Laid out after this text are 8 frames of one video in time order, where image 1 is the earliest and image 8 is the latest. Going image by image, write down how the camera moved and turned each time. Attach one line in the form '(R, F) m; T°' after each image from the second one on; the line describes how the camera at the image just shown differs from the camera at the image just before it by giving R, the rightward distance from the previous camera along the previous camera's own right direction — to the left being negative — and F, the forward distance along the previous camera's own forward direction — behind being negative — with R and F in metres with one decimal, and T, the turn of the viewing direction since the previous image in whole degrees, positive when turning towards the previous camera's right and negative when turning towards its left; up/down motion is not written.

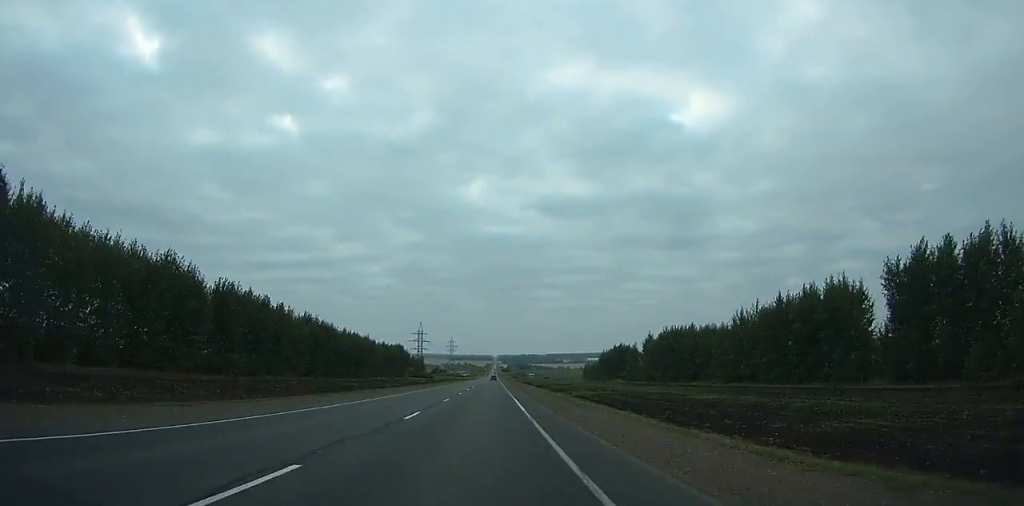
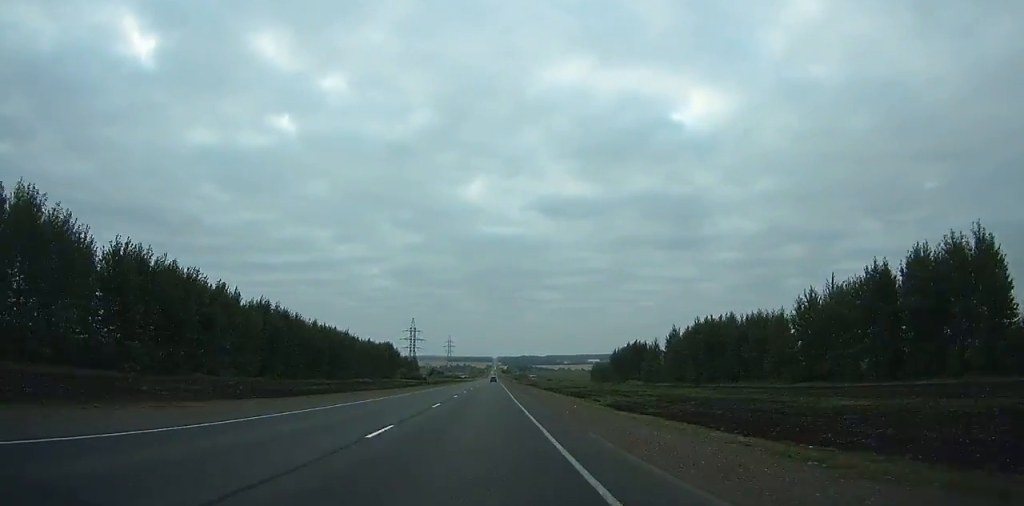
(-0.6, +30.2) m; +2°
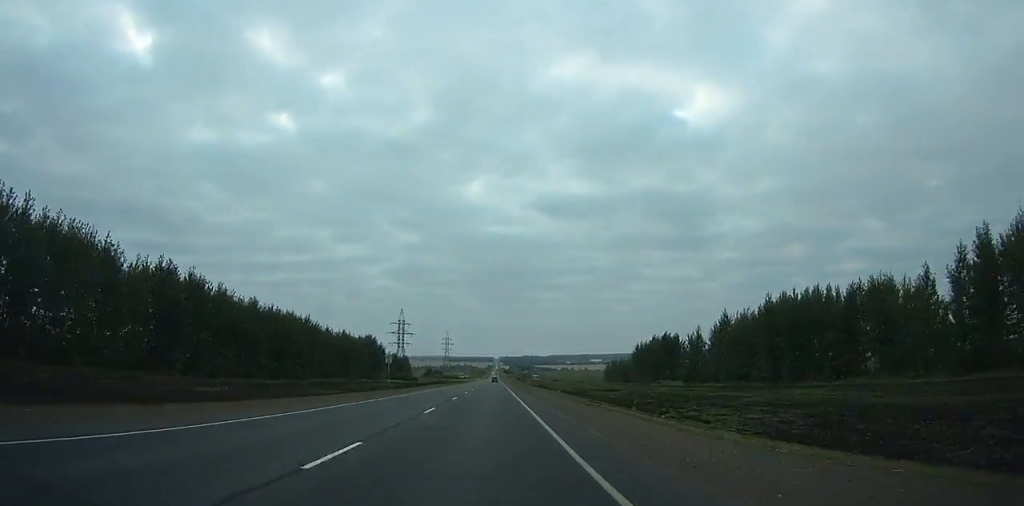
(+0.1, +40.2) m; +1°
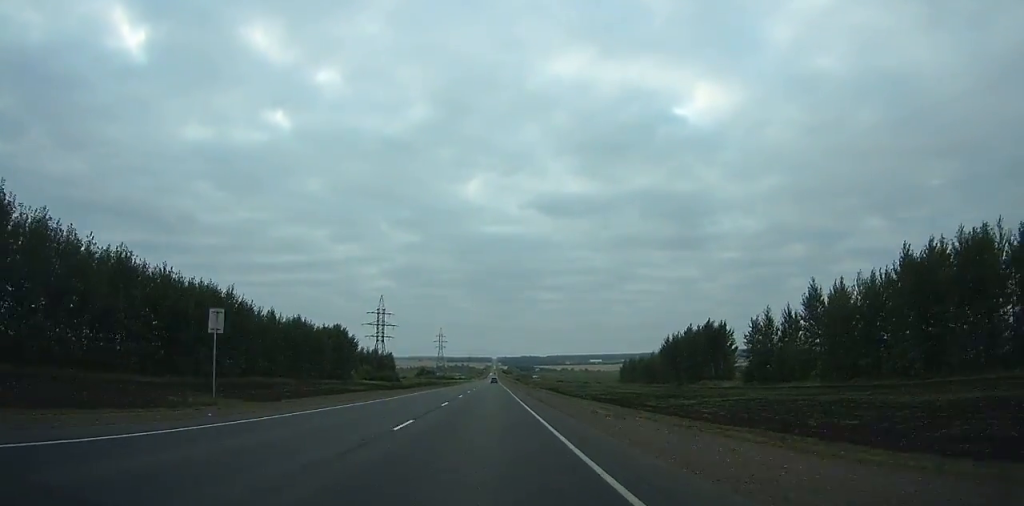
(+5.1, +42.8) m; -4°
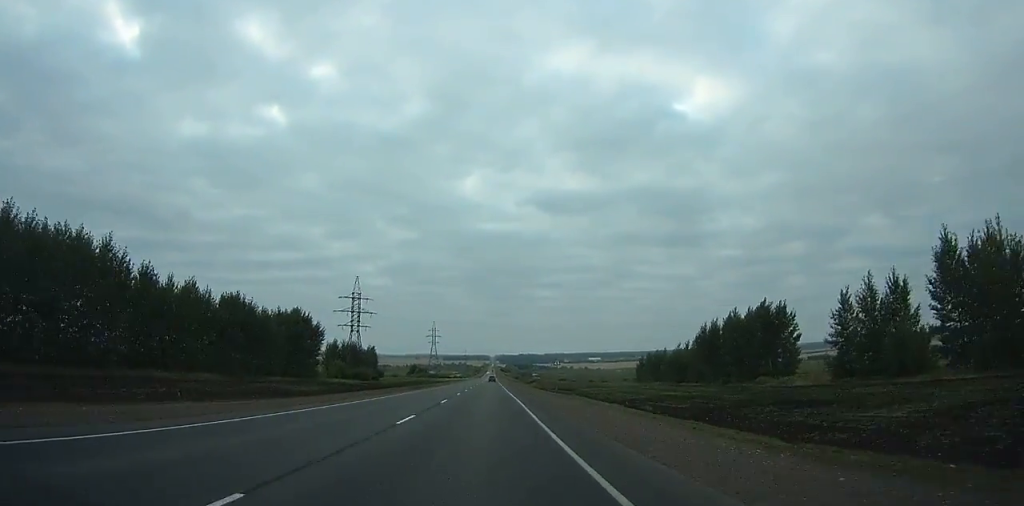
(-0.1, +34.0) m; -3°
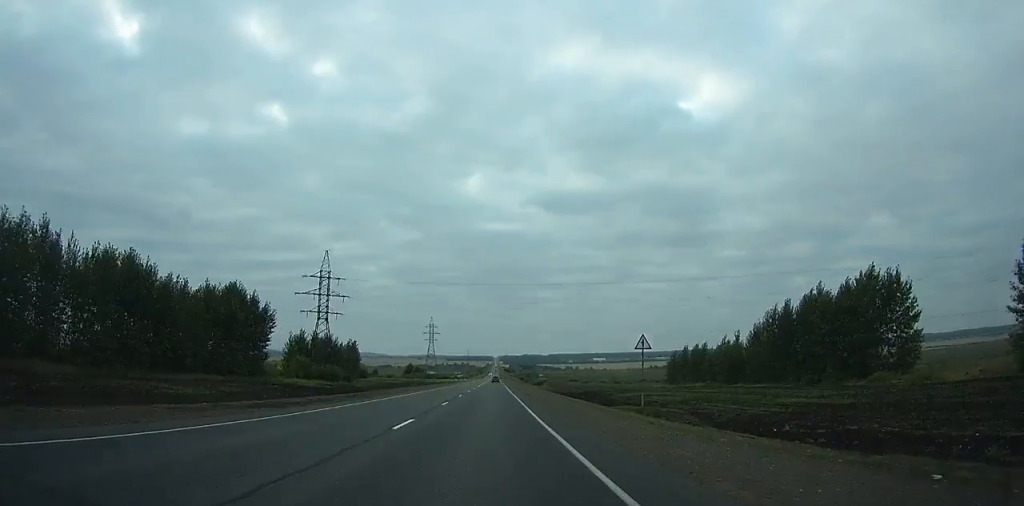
(-7.2, +35.6) m; -3°
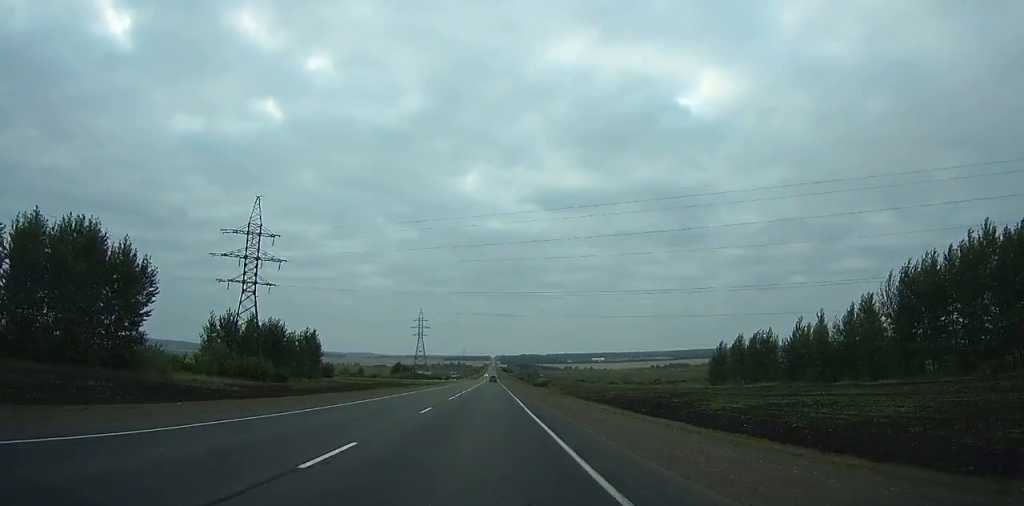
(-1.5, +40.8) m; 0°
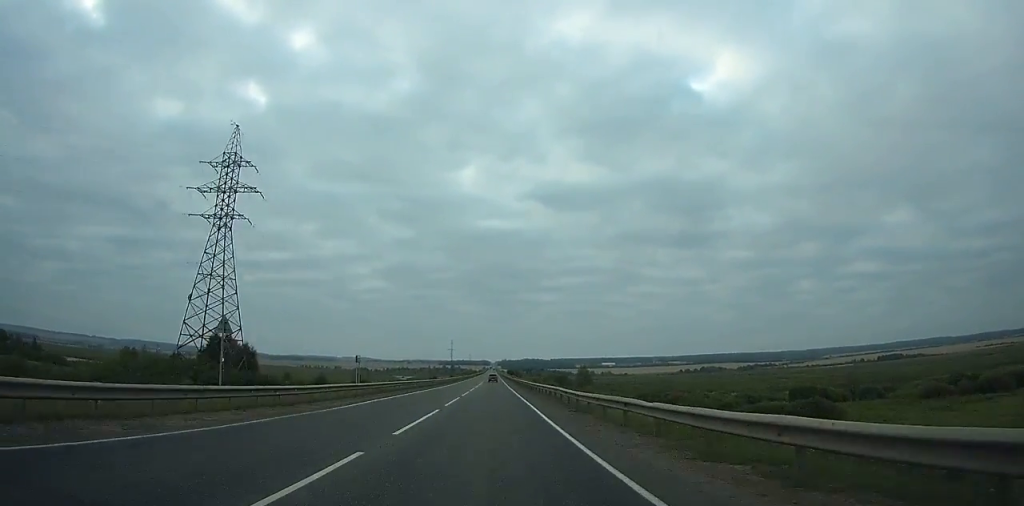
(+19.5, +243.3) m; +4°
